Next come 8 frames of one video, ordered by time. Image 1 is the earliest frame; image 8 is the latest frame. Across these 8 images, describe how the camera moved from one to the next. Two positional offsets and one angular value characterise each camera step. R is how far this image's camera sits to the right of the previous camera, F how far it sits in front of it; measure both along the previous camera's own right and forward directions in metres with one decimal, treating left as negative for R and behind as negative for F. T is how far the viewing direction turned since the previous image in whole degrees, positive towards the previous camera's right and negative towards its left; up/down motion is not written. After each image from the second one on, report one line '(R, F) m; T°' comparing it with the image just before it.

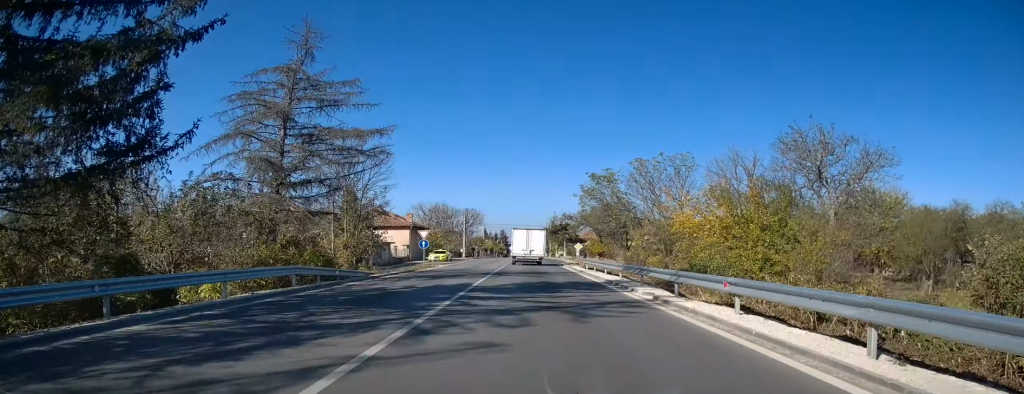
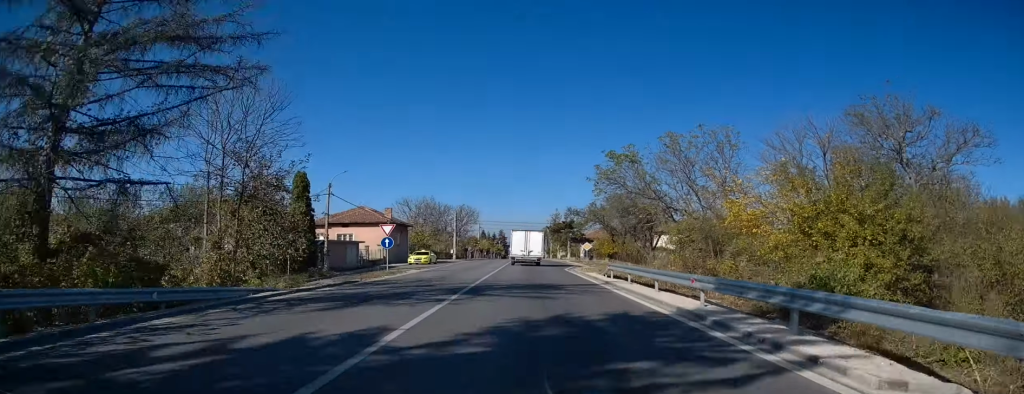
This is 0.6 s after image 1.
(0.0, +10.4) m; 0°
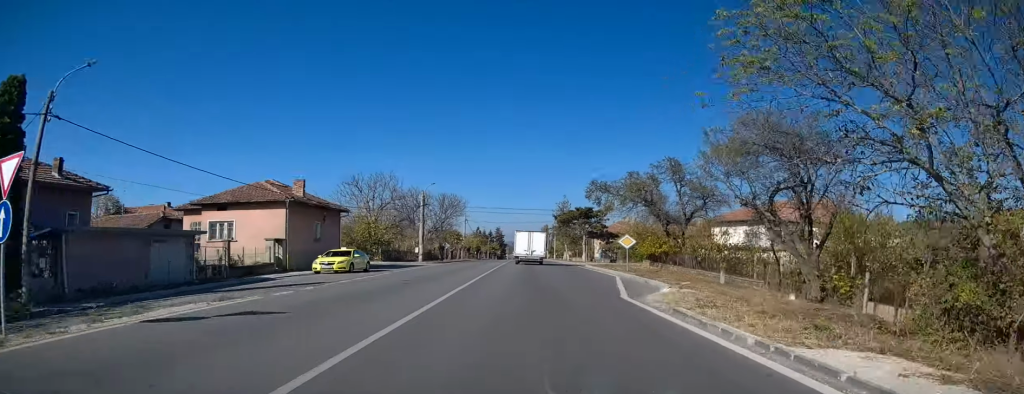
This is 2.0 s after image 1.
(+0.1, +24.9) m; 0°
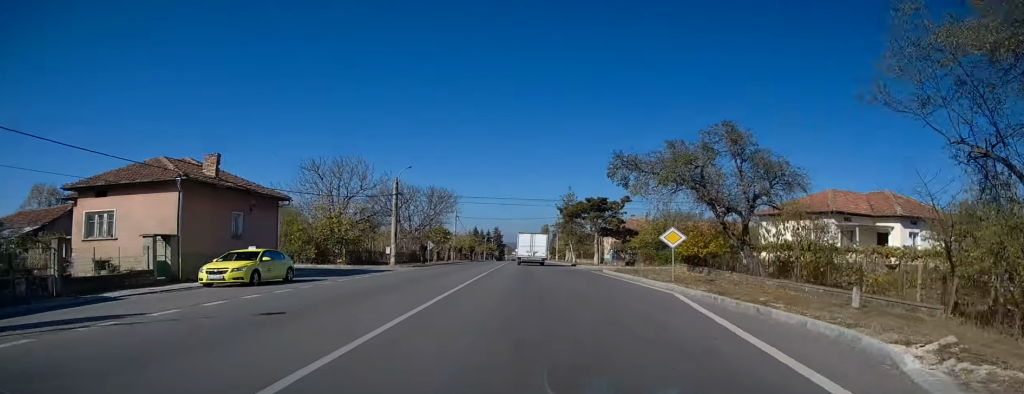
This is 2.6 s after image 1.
(0.0, +10.5) m; 0°
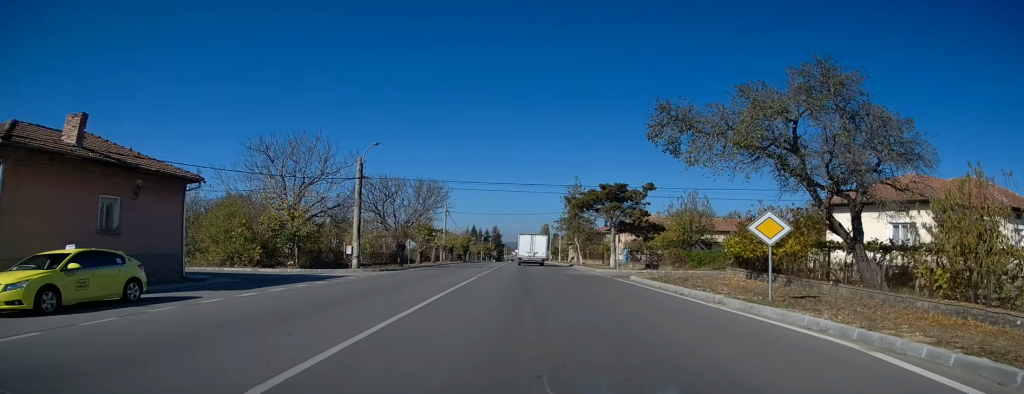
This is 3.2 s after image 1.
(0.0, +9.8) m; 0°
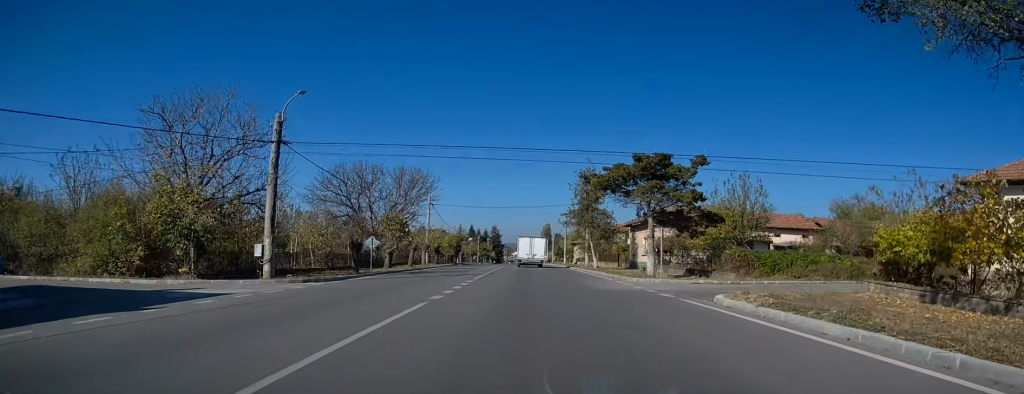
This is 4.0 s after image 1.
(0.0, +12.6) m; 0°
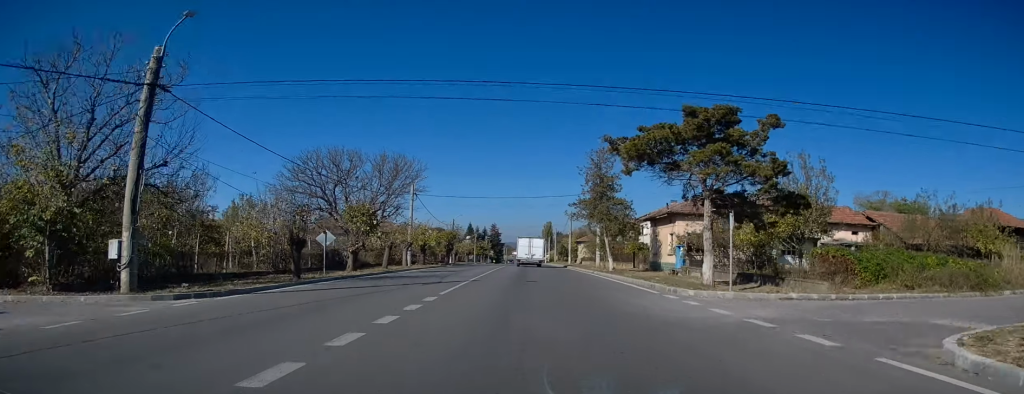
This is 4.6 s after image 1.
(0.0, +8.1) m; 0°
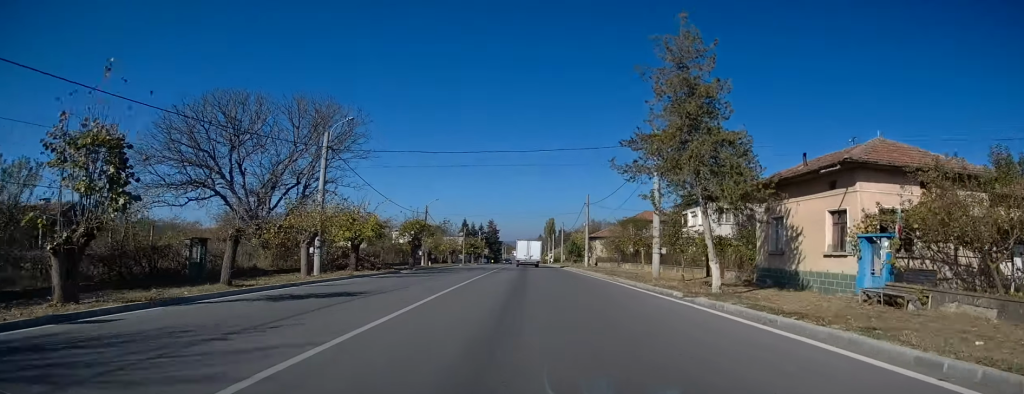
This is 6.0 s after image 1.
(-0.1, +21.8) m; +1°
